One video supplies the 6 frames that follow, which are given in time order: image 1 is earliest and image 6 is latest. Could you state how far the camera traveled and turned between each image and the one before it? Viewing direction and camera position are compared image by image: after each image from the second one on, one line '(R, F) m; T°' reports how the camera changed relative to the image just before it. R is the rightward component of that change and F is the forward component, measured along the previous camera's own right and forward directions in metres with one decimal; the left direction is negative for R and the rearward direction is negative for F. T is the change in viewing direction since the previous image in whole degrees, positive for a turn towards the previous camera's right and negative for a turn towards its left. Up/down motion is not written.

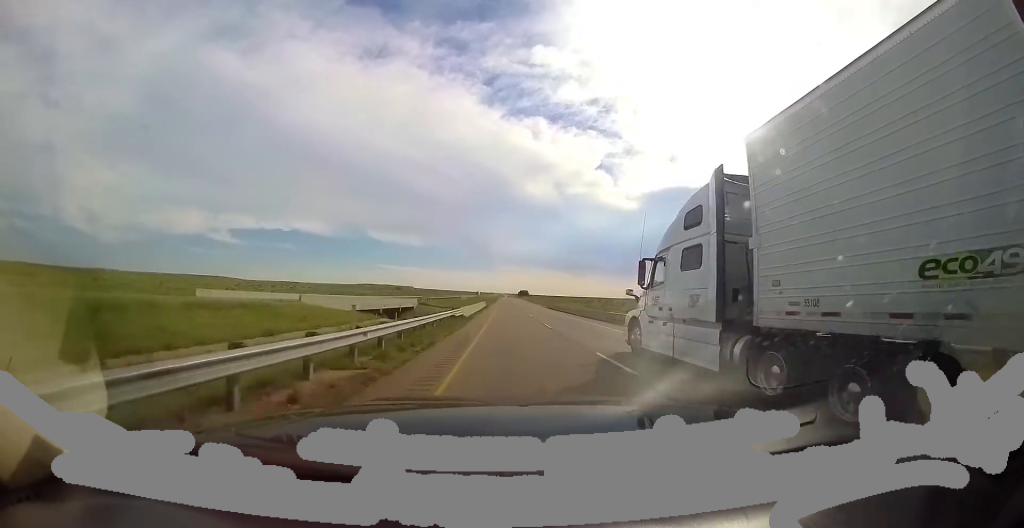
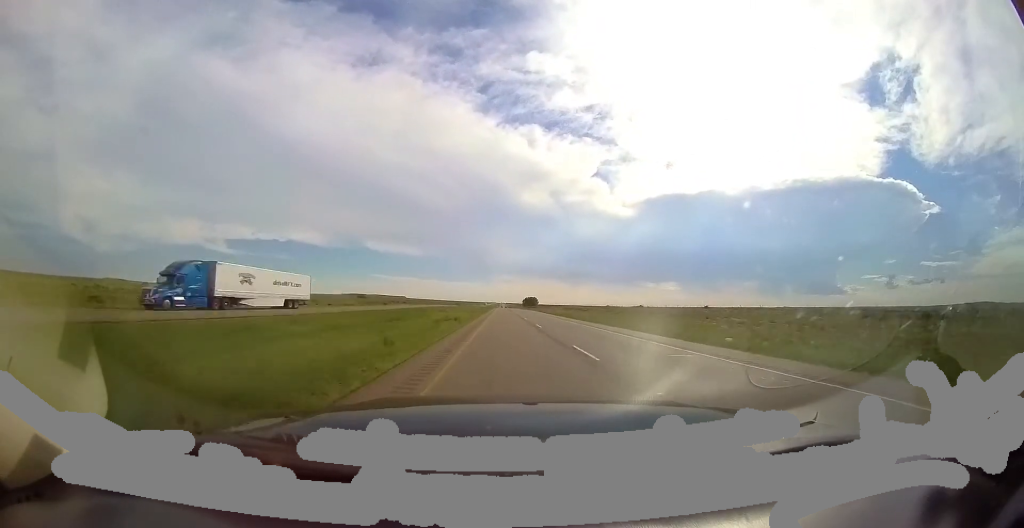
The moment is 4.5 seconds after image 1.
(+1.1, +167.1) m; 0°
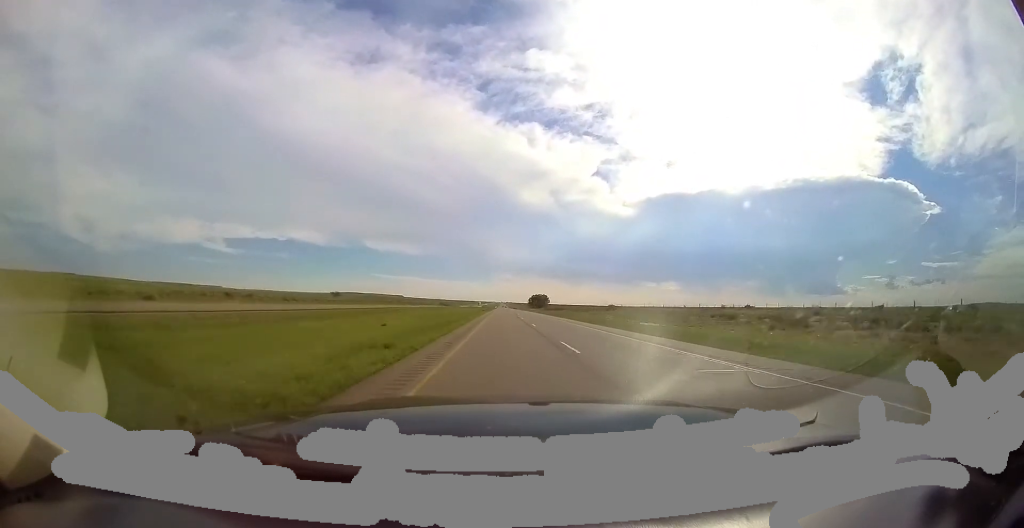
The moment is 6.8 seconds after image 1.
(0.0, +83.6) m; 0°
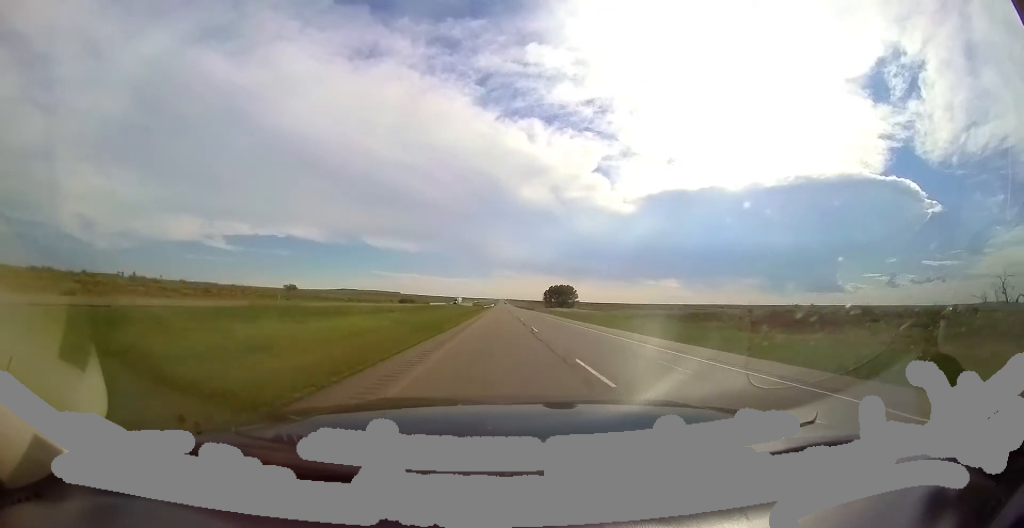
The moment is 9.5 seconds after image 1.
(0.0, +100.8) m; 0°
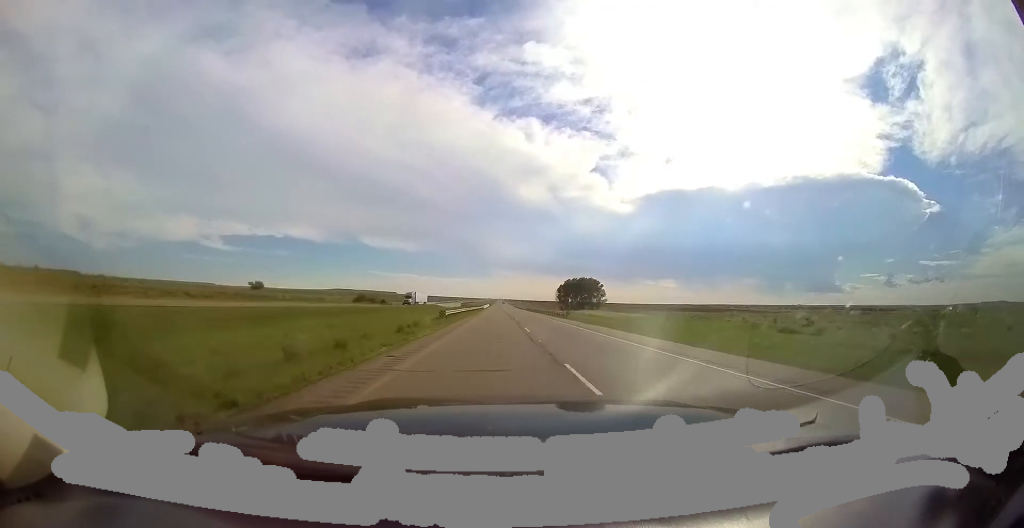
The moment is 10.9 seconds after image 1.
(0.0, +49.3) m; 0°
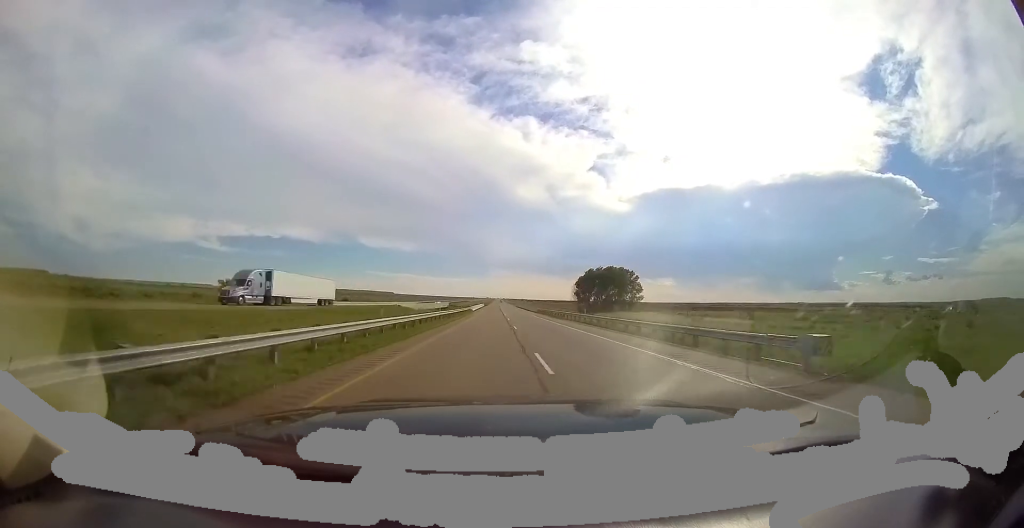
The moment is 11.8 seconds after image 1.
(-0.2, +34.5) m; 0°
